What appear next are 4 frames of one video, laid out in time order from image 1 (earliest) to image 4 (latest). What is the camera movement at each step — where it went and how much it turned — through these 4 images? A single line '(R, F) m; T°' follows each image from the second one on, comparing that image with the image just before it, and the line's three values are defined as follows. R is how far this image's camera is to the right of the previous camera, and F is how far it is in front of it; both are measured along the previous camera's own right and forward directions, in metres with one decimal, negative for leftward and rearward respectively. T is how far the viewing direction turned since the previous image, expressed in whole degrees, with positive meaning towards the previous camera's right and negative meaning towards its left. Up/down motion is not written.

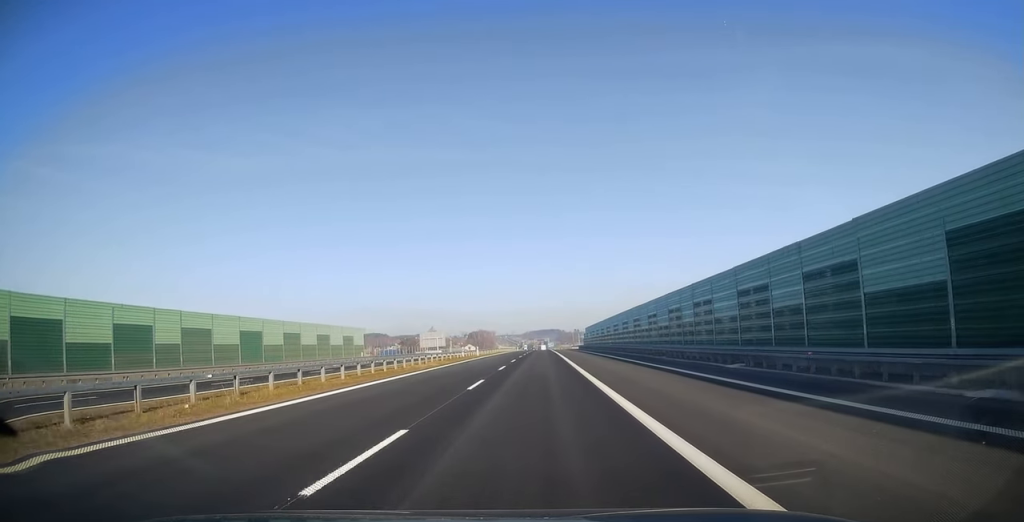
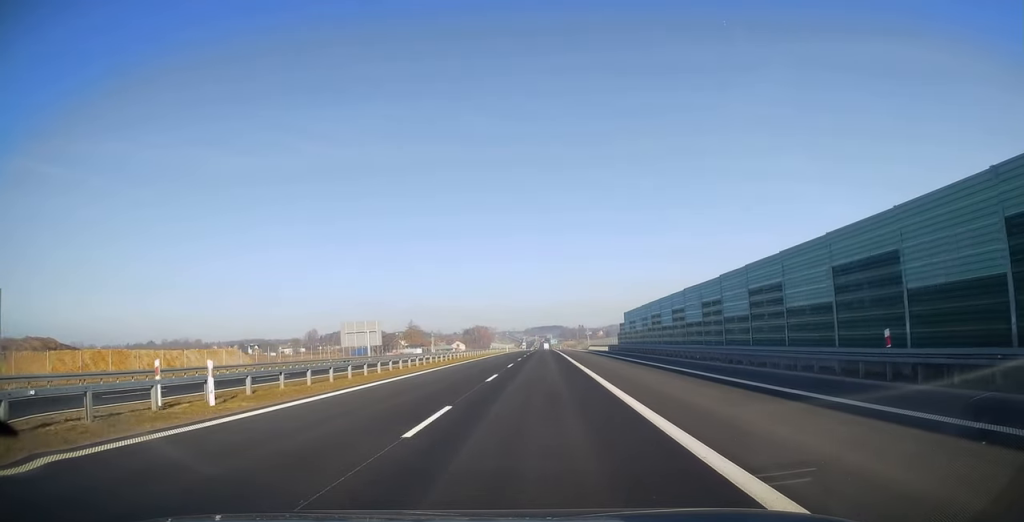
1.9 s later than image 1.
(+0.5, +55.7) m; 0°
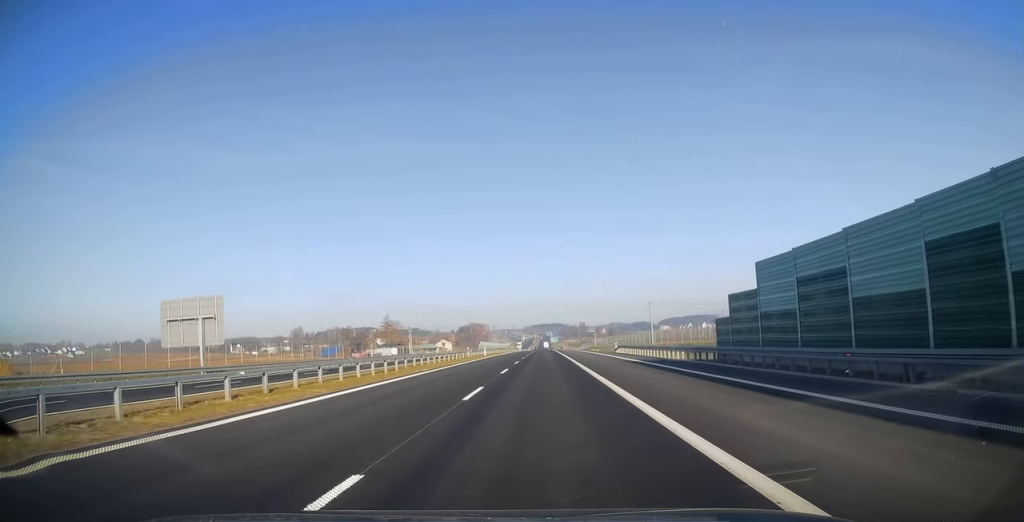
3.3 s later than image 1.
(-0.4, +41.8) m; -1°
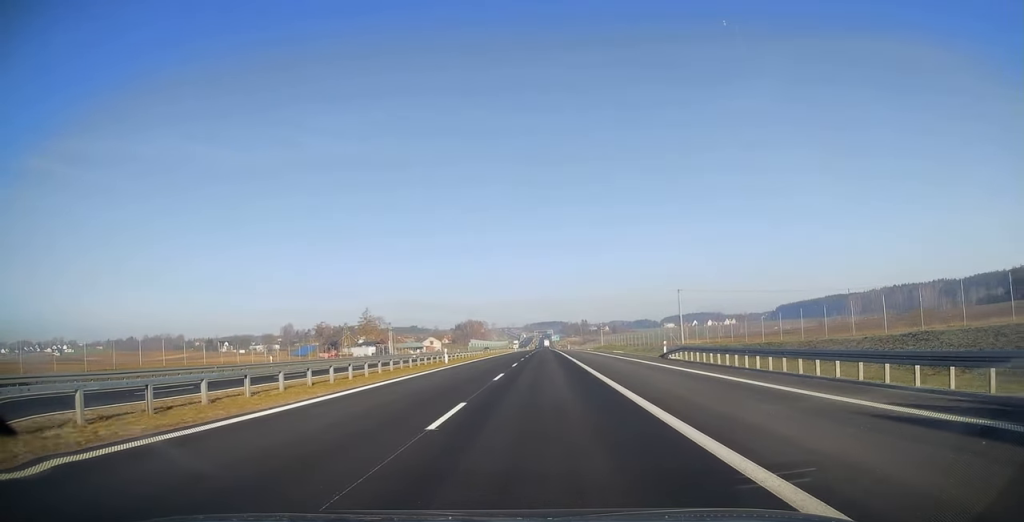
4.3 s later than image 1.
(0.0, +28.3) m; 0°
